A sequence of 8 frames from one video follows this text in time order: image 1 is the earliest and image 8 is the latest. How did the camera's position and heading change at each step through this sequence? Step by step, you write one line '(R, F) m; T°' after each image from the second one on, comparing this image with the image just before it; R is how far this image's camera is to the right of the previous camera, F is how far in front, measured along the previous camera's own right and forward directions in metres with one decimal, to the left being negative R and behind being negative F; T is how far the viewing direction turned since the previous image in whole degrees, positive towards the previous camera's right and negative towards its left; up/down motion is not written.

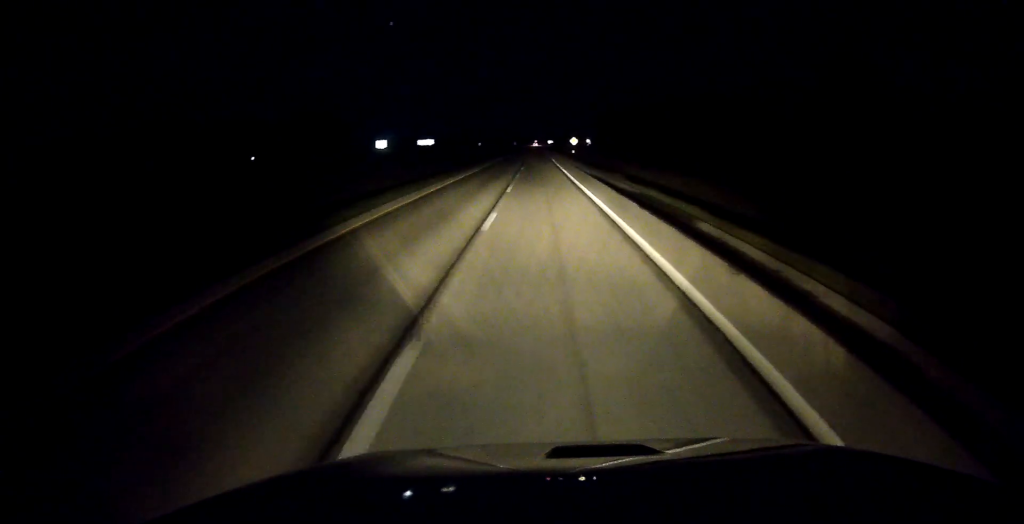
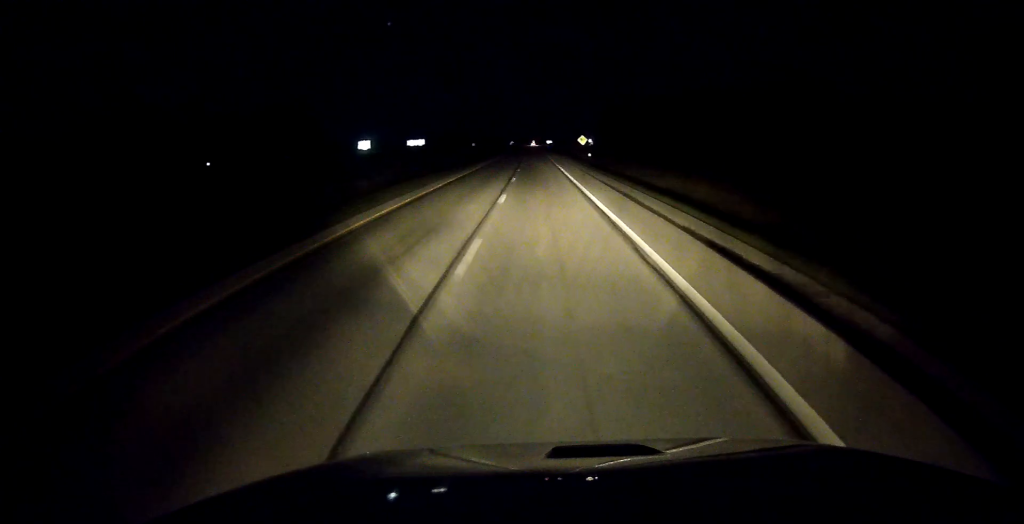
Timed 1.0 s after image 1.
(-0.1, +29.5) m; 0°
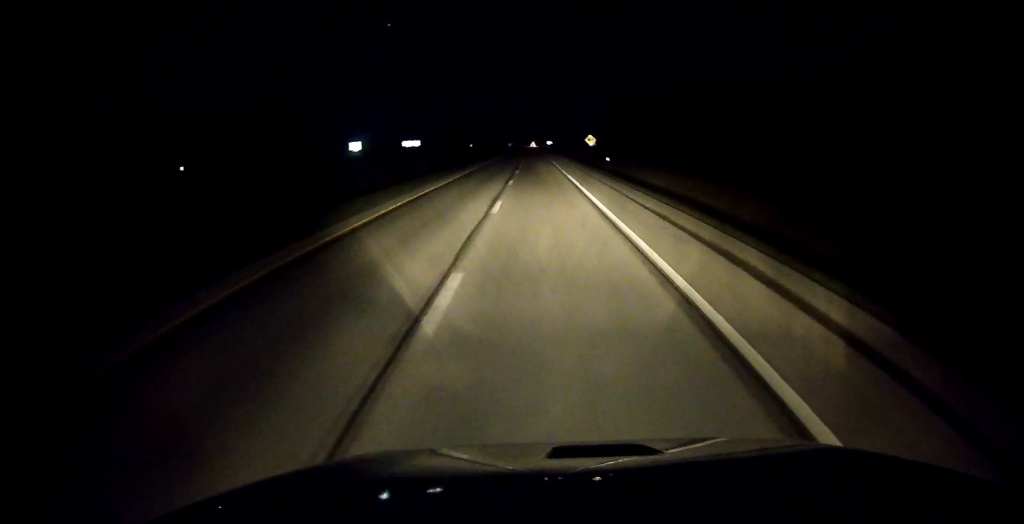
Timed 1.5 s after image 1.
(0.0, +15.2) m; 0°
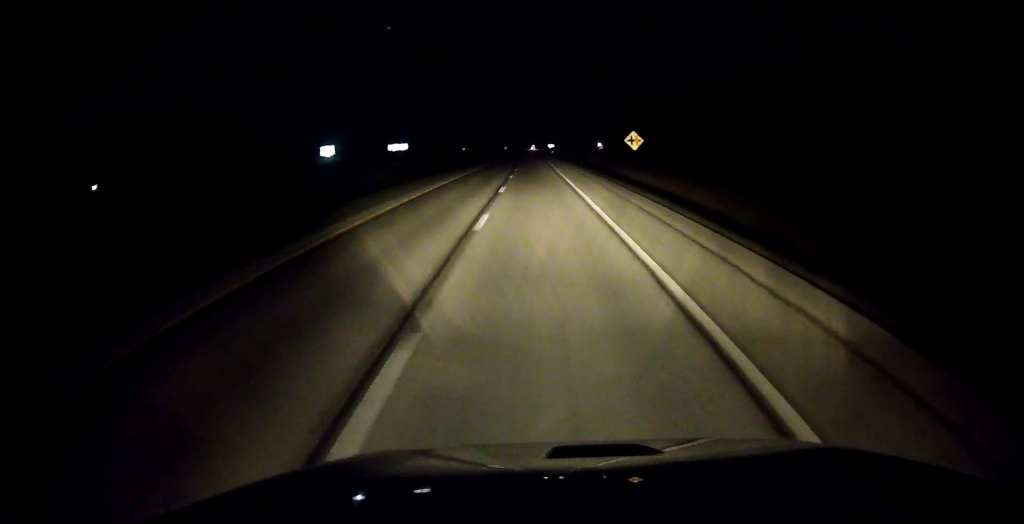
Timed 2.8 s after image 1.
(0.0, +39.4) m; 0°
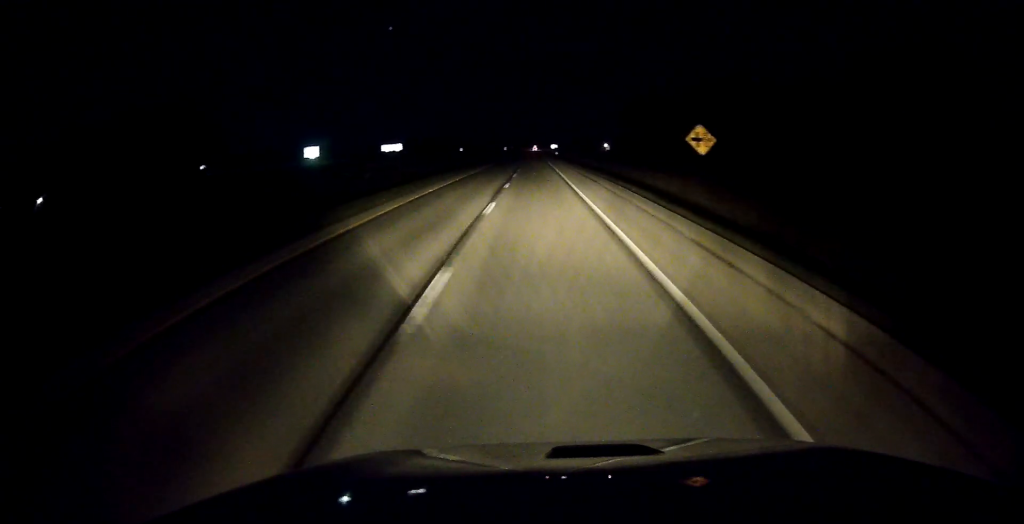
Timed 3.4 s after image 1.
(0.0, +20.2) m; 0°
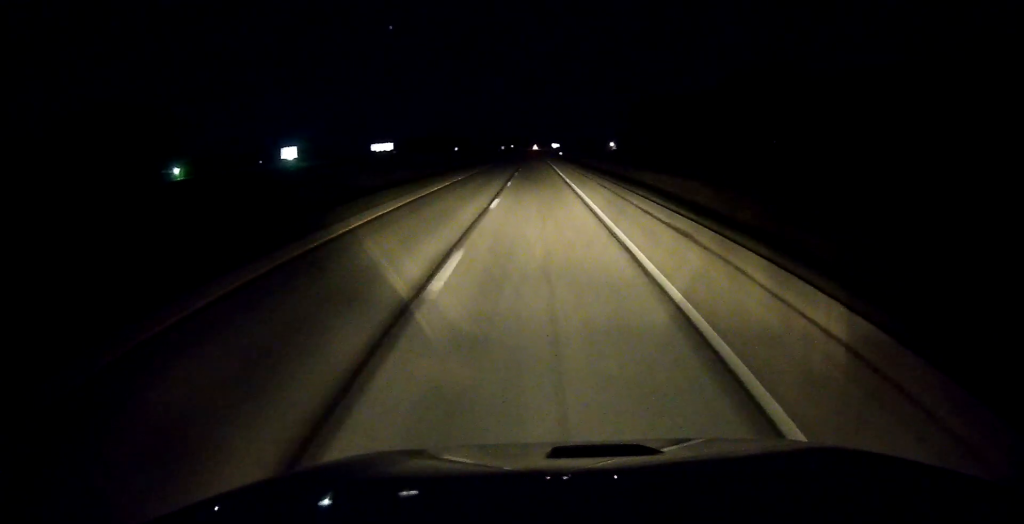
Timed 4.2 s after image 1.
(0.0, +22.2) m; 0°
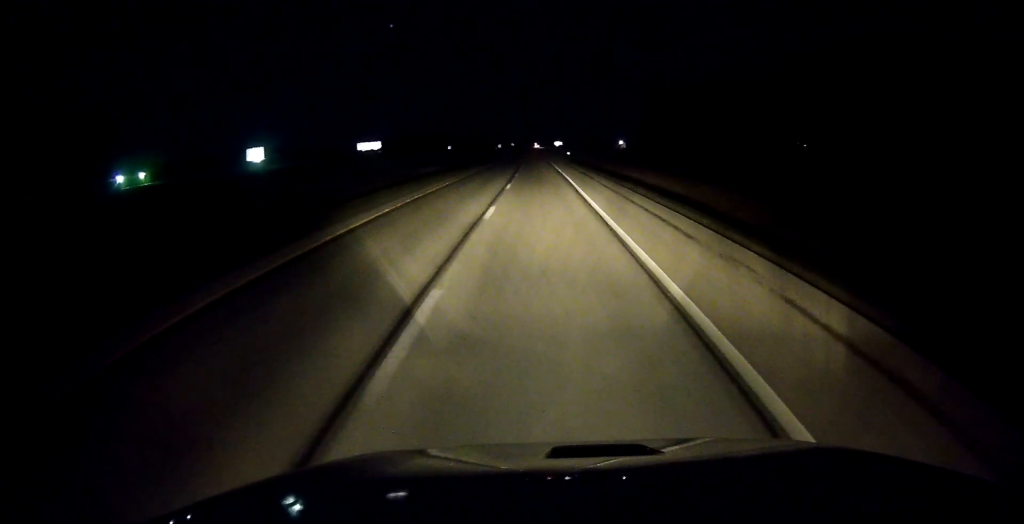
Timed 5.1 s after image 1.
(0.0, +27.3) m; 0°
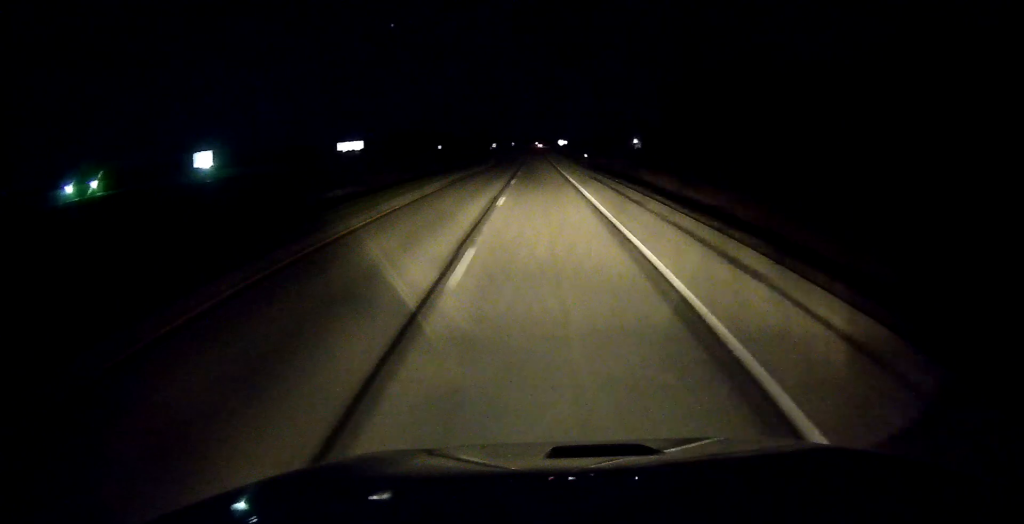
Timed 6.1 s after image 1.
(+0.1, +32.3) m; 0°
